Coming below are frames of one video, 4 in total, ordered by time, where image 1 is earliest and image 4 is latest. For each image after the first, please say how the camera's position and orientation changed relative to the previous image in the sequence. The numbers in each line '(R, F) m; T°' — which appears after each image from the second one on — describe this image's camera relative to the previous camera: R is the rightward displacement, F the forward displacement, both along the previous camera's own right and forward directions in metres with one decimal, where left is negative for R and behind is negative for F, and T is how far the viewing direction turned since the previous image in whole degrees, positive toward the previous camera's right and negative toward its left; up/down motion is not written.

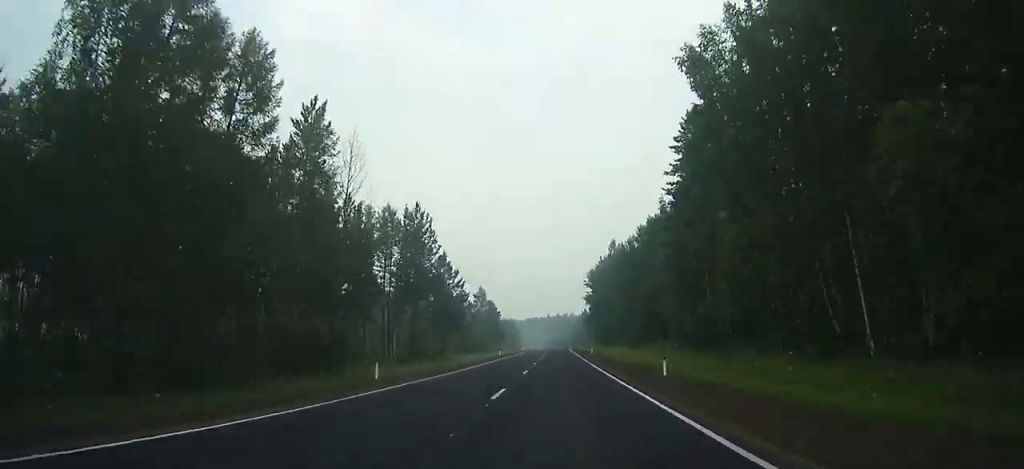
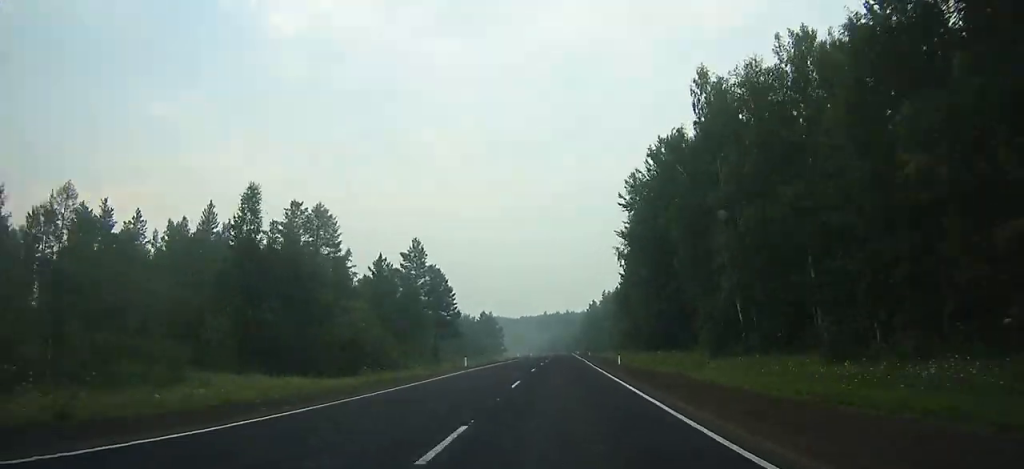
(0.0, +78.4) m; 0°
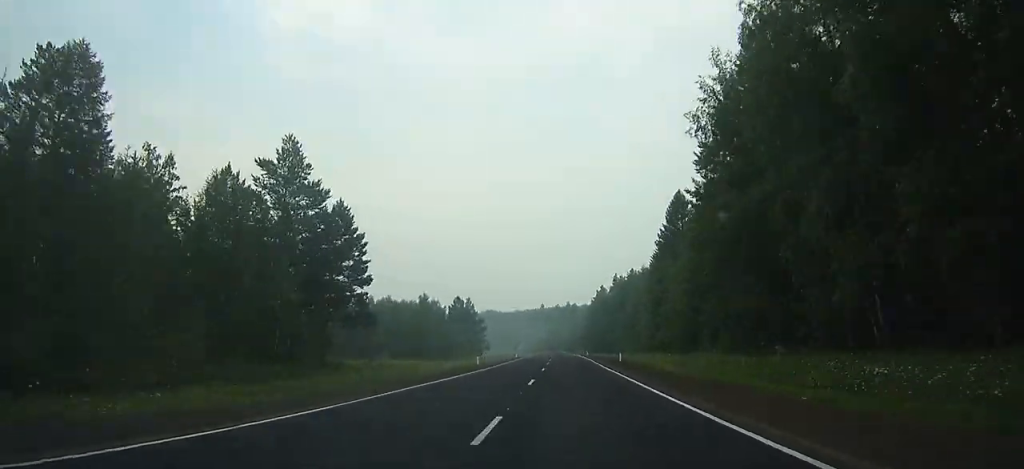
(-0.1, +44.8) m; 0°
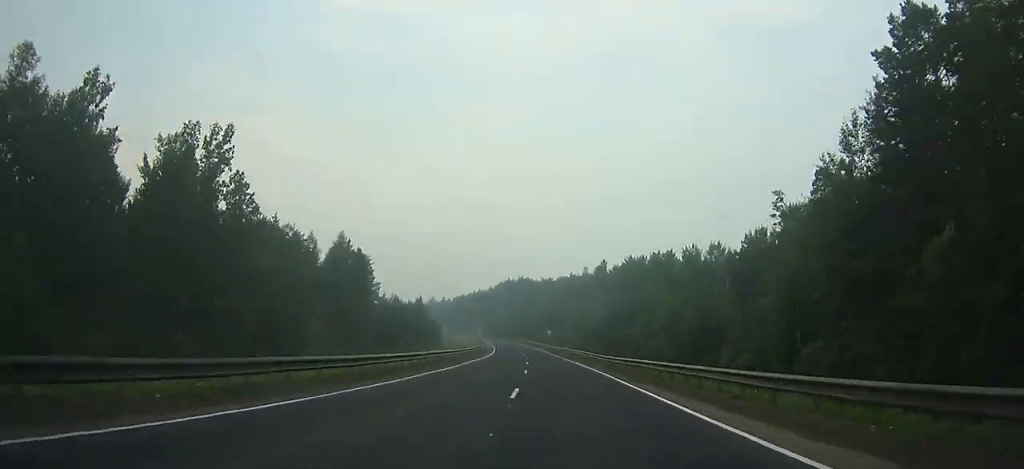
(-4.2, +150.2) m; -6°
